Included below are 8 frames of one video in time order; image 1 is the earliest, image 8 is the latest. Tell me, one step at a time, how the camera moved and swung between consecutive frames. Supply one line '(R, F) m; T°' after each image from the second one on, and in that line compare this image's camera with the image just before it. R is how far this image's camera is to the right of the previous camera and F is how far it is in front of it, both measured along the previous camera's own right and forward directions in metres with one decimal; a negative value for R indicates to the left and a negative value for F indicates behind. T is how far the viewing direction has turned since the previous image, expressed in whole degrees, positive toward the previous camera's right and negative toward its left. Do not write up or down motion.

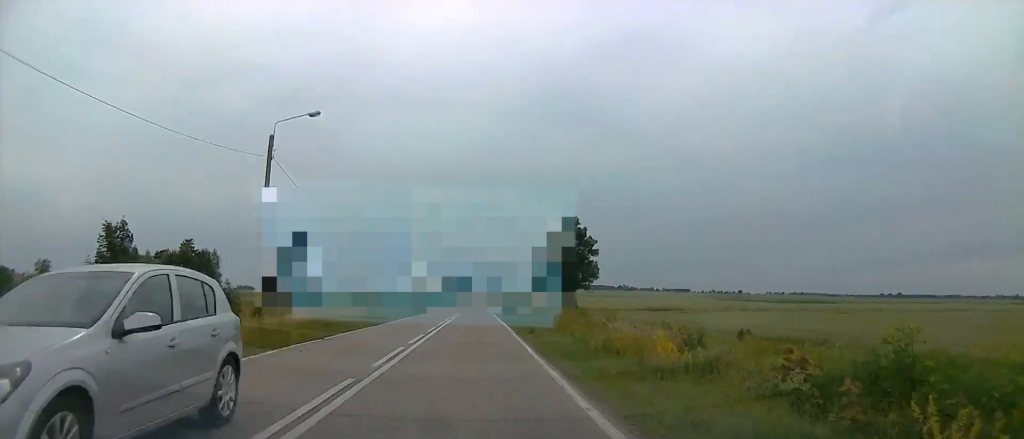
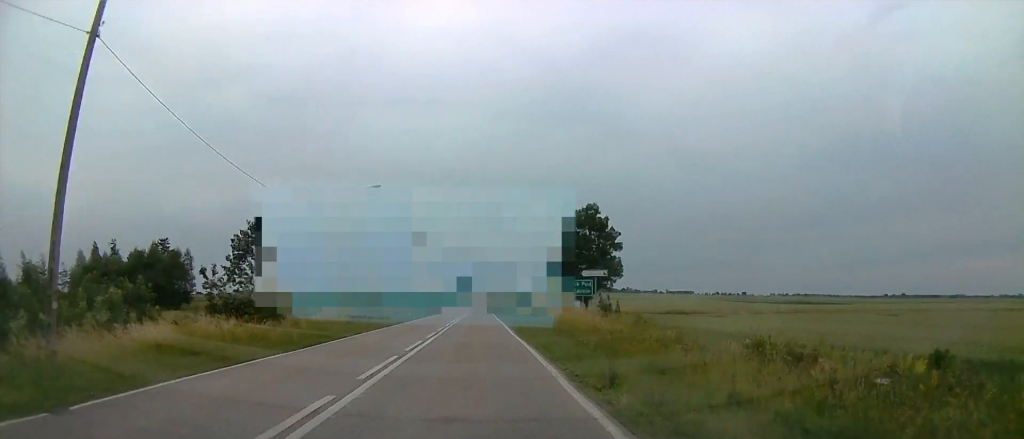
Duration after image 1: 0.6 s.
(+0.3, +13.1) m; +1°
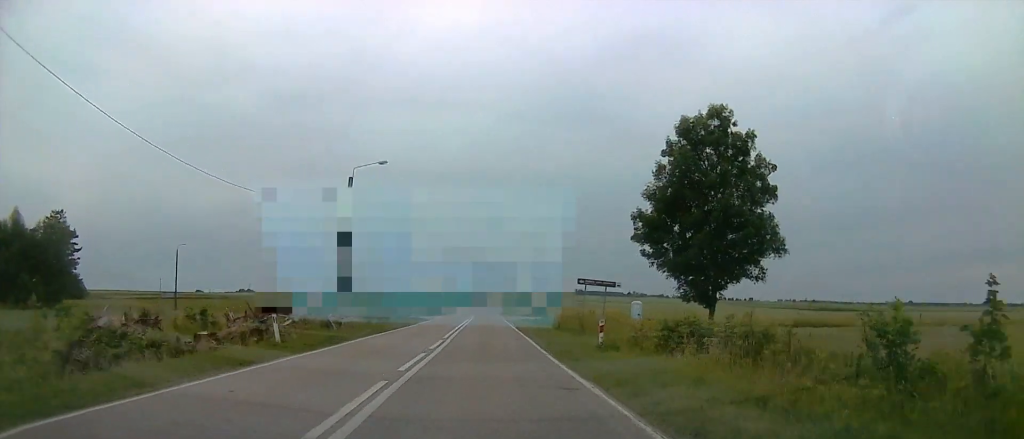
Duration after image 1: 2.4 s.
(-0.1, +38.9) m; -1°
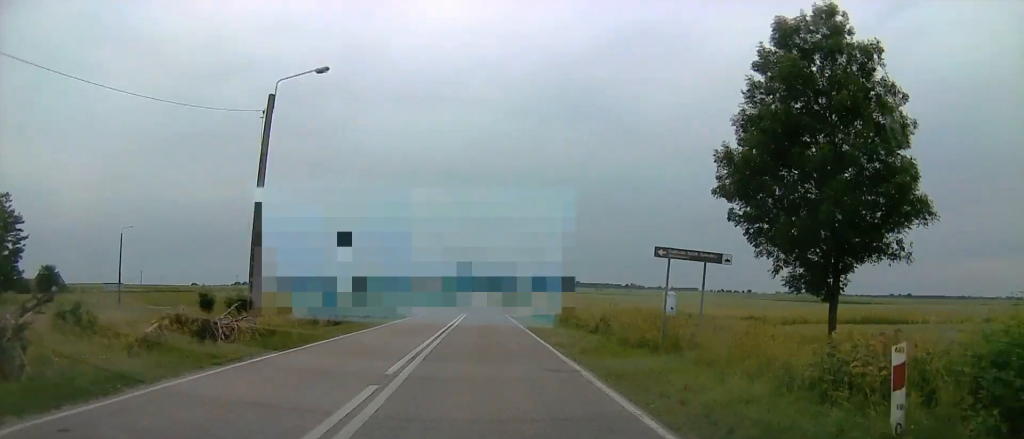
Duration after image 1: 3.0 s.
(+0.1, +13.4) m; -2°
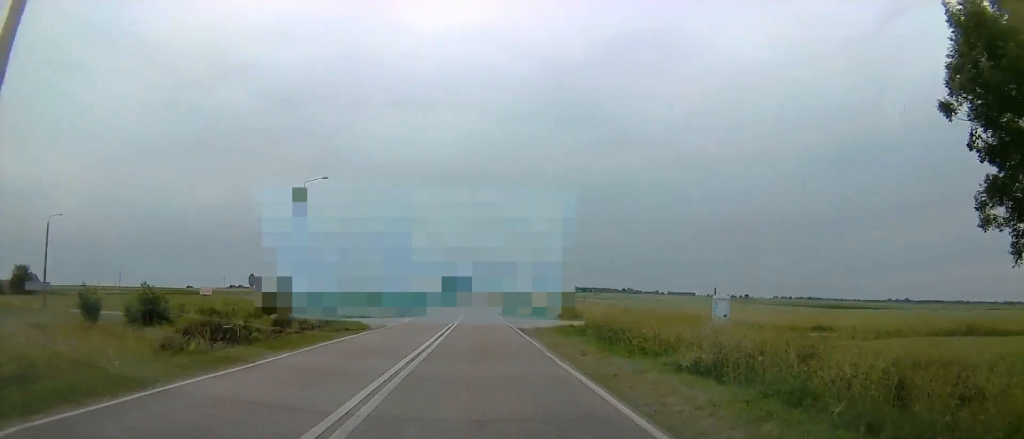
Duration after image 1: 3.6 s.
(-0.2, +13.4) m; -1°
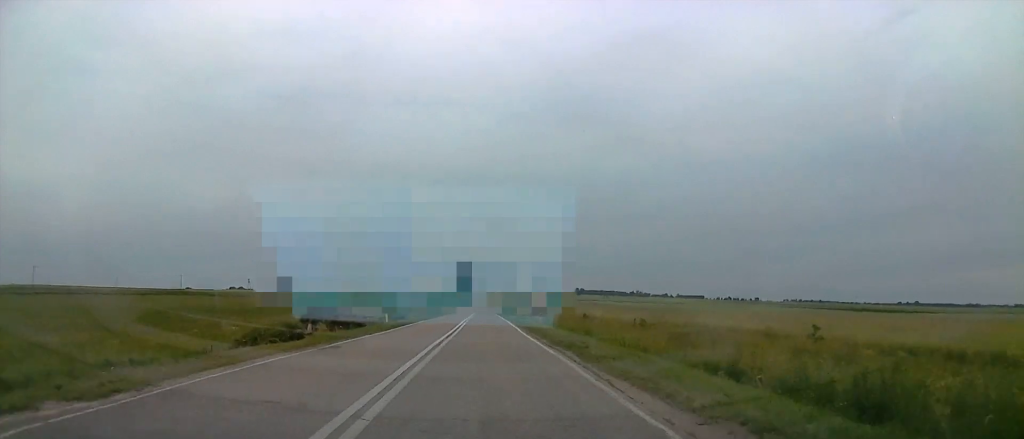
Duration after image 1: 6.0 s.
(+1.4, +54.0) m; +4°
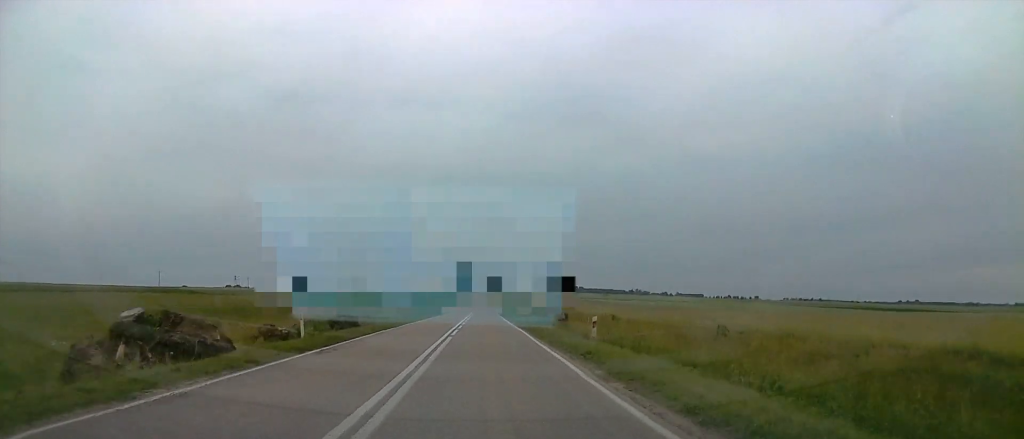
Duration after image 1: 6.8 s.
(0.0, +18.4) m; 0°
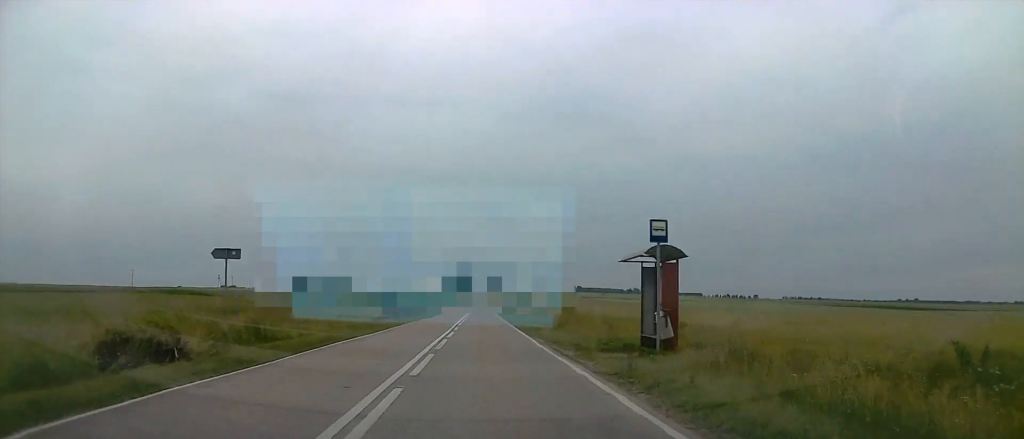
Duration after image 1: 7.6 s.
(+0.1, +19.3) m; 0°
